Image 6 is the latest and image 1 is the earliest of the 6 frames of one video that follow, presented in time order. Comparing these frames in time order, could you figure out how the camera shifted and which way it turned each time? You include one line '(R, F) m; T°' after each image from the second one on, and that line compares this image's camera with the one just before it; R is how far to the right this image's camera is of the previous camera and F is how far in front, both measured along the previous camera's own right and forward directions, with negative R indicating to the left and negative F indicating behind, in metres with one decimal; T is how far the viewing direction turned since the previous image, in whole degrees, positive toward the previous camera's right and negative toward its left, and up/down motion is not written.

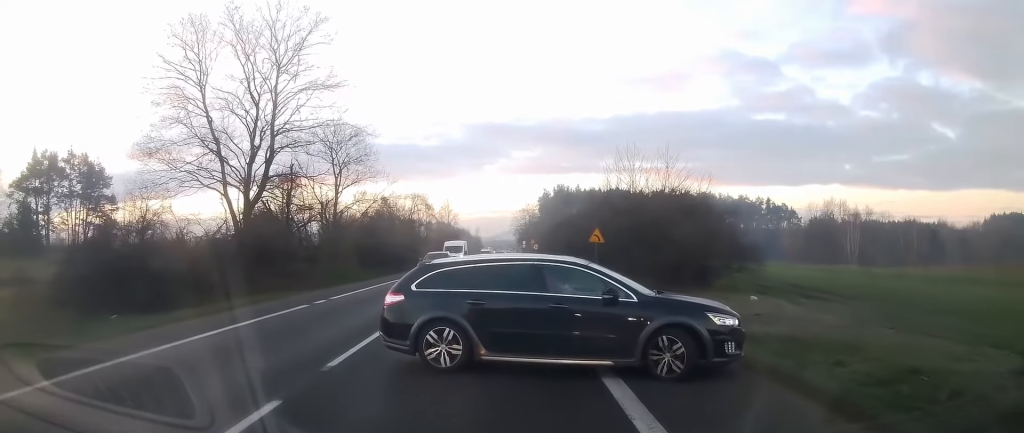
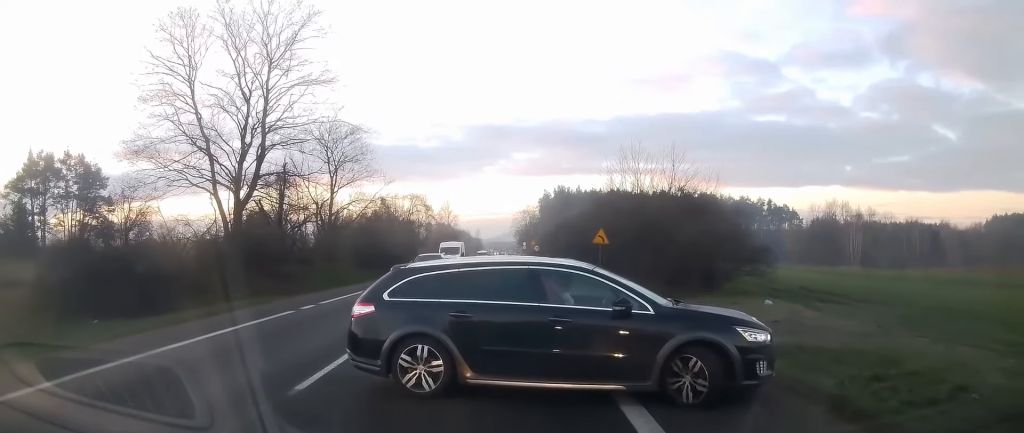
(0.0, +1.2) m; 0°
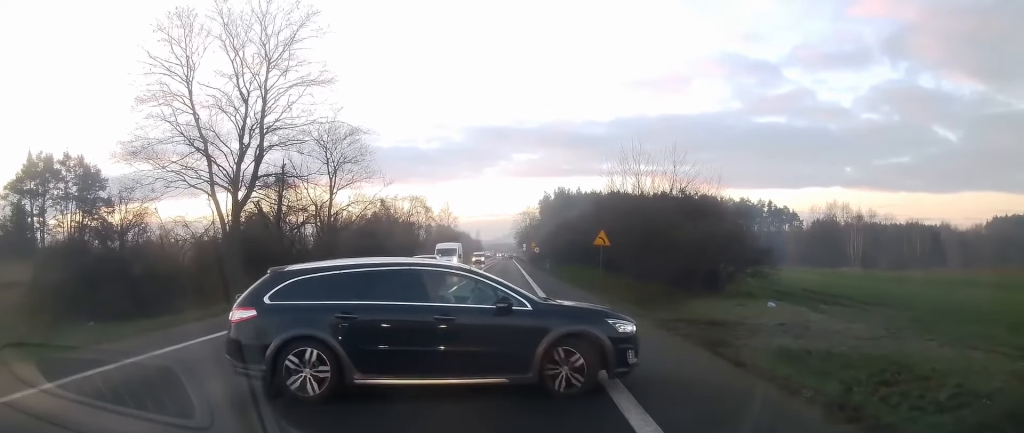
(0.0, +0.3) m; 0°
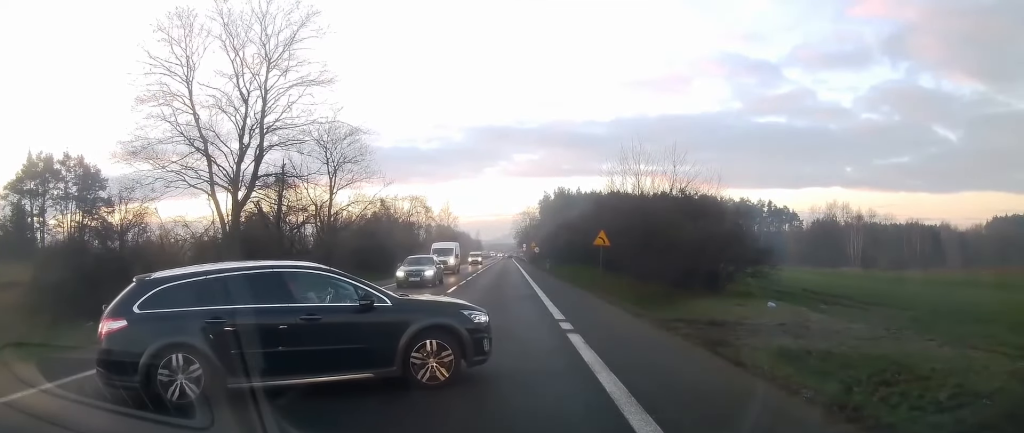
(0.0, 0.0) m; 0°
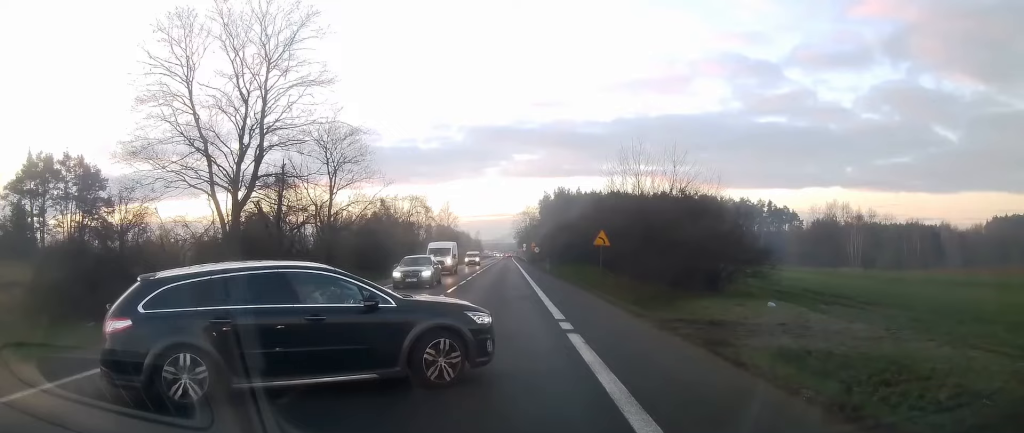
(0.0, 0.0) m; 0°
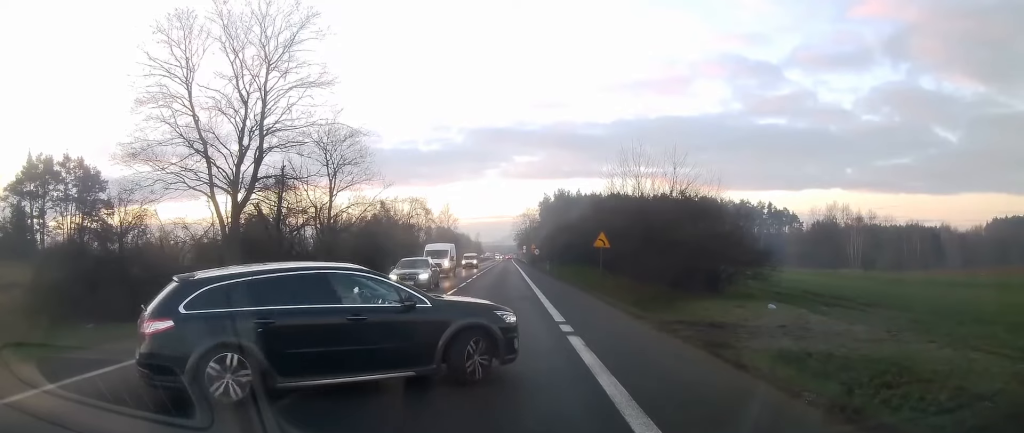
(0.0, 0.0) m; 0°
